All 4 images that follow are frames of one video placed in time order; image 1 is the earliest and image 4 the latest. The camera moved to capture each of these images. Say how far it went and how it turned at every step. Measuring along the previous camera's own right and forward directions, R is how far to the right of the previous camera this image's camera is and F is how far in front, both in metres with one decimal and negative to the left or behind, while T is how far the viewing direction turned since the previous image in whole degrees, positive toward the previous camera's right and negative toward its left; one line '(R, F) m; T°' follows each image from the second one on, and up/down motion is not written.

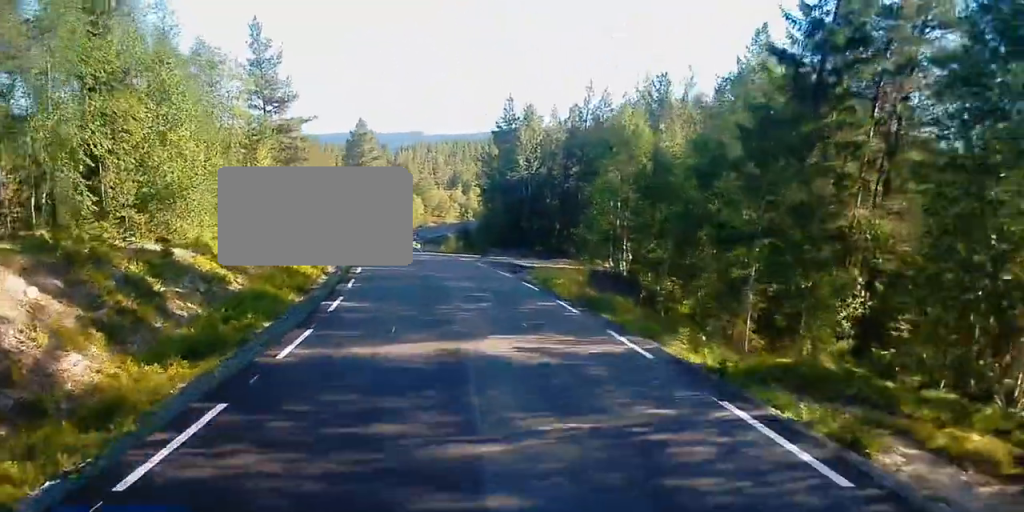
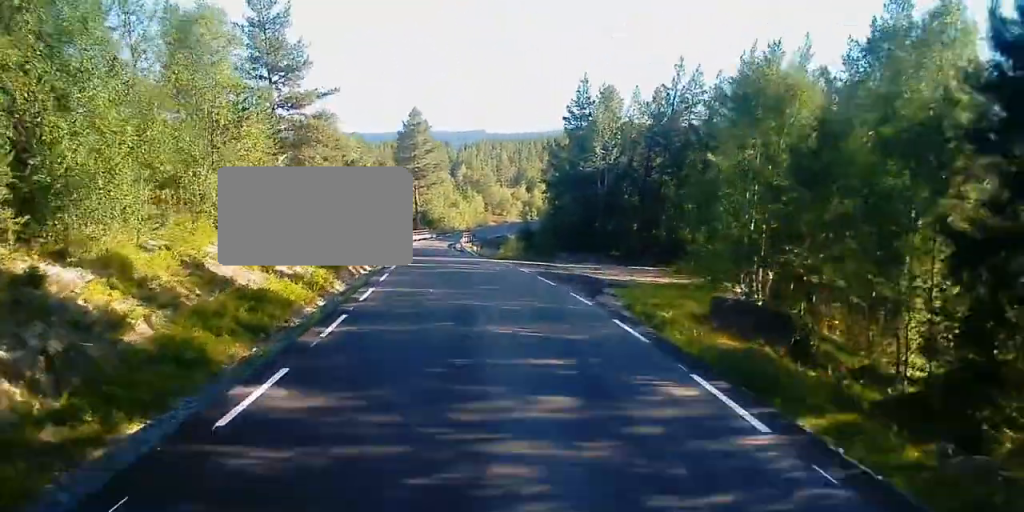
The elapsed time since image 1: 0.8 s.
(-0.8, +10.1) m; -5°
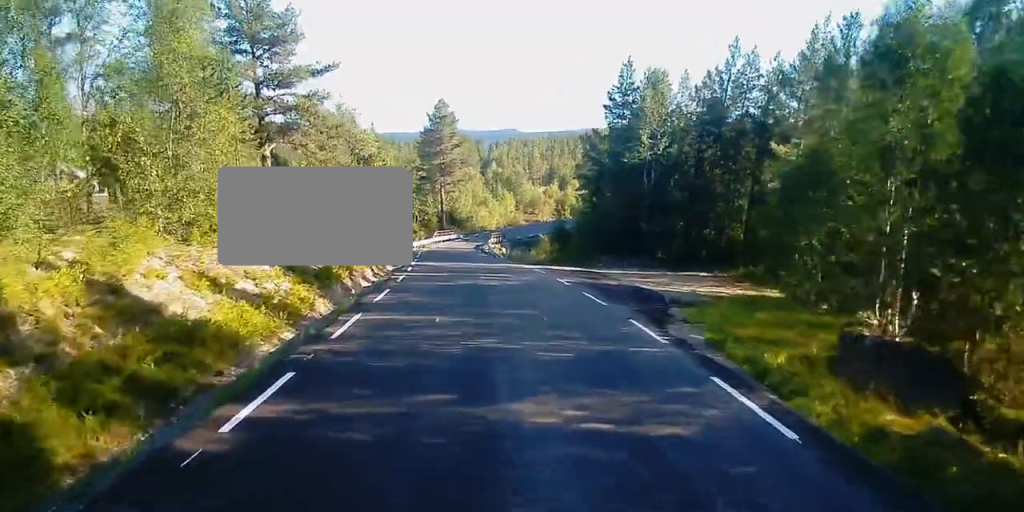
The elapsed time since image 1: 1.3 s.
(-0.1, +6.2) m; -1°
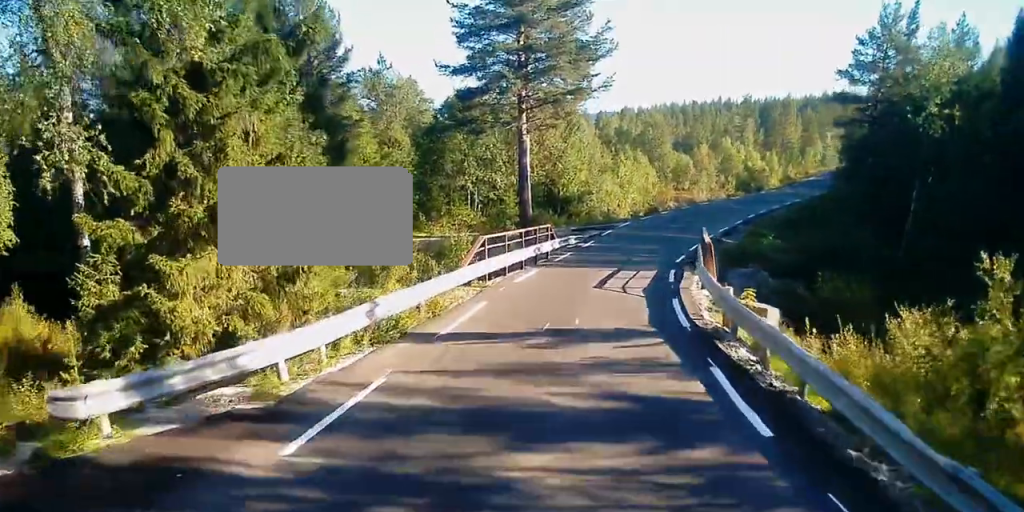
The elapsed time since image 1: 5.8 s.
(-4.3, +54.3) m; -6°
